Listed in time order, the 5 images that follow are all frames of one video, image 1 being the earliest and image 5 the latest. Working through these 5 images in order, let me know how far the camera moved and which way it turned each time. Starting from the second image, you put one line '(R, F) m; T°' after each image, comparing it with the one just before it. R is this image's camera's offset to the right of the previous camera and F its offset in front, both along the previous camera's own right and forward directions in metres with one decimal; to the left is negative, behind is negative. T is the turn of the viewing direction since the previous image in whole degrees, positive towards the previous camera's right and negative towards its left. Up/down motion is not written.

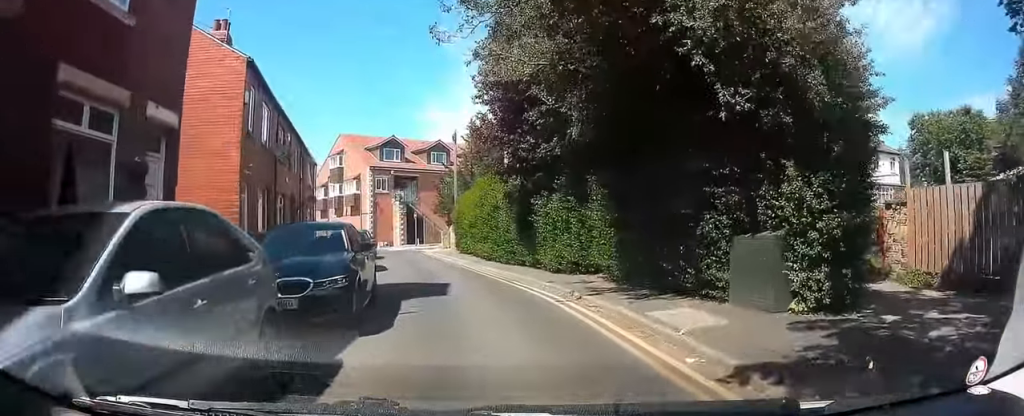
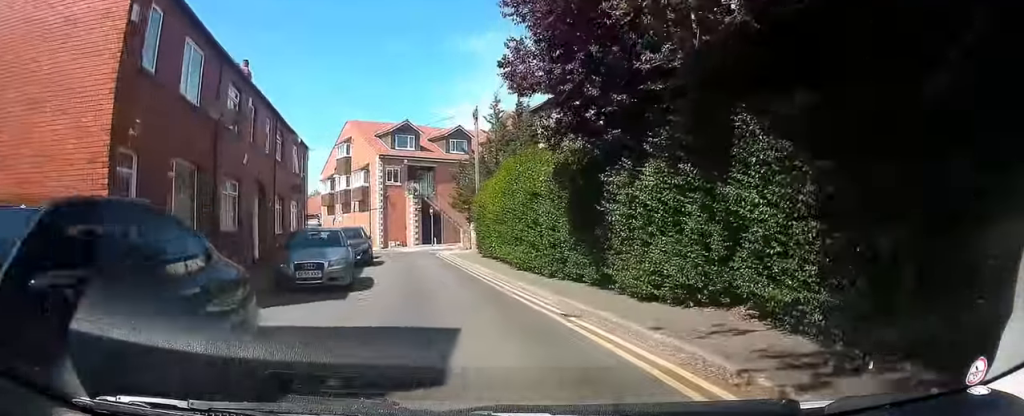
(0.0, +7.3) m; 0°
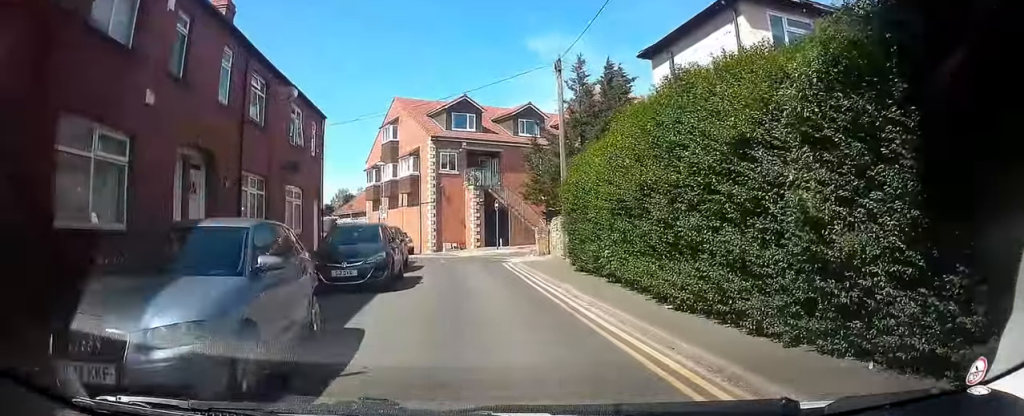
(0.0, +10.2) m; -1°
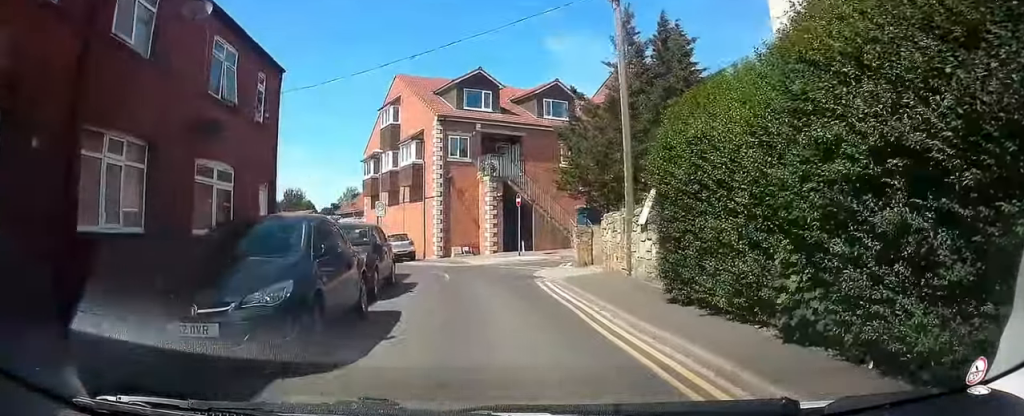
(-0.2, +7.7) m; -3°
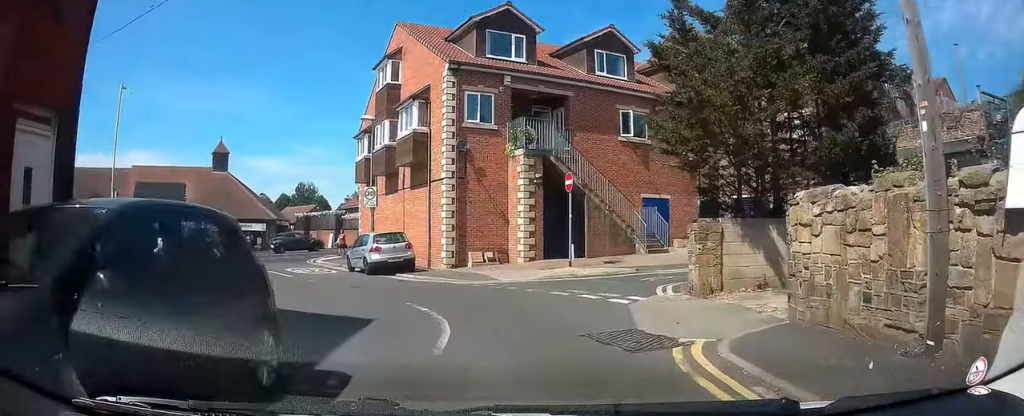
(-0.8, +10.2) m; -9°
